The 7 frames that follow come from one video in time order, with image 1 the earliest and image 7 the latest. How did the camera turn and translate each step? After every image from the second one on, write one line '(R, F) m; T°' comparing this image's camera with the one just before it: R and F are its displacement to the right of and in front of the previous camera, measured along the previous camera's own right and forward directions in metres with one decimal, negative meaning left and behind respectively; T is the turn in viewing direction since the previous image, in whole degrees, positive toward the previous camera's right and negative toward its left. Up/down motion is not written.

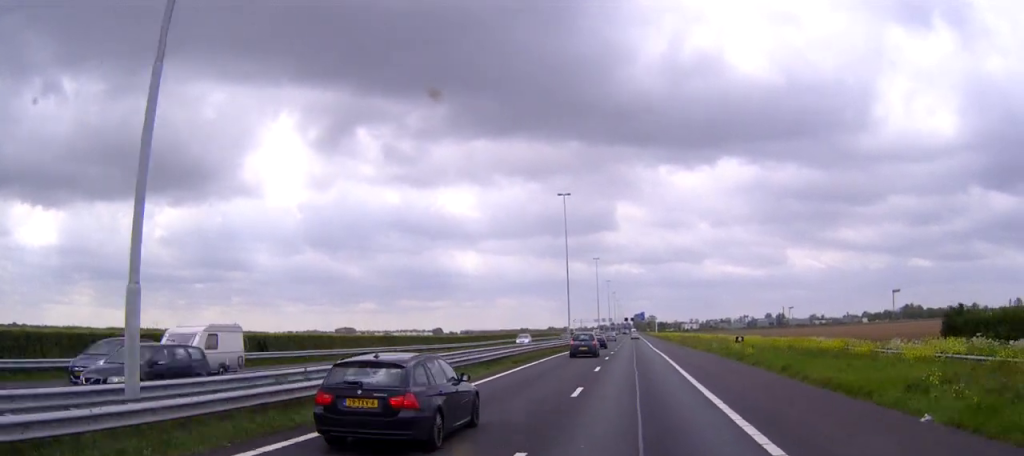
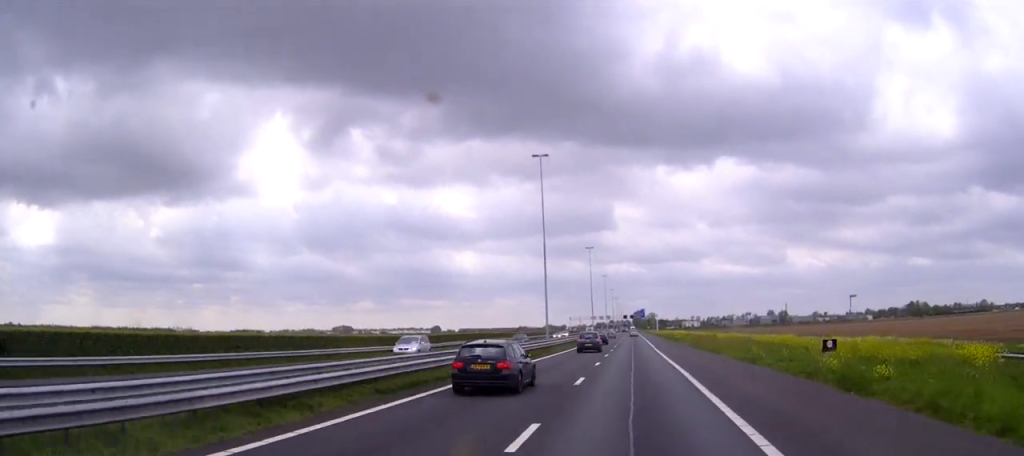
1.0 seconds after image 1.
(0.0, +21.4) m; 0°
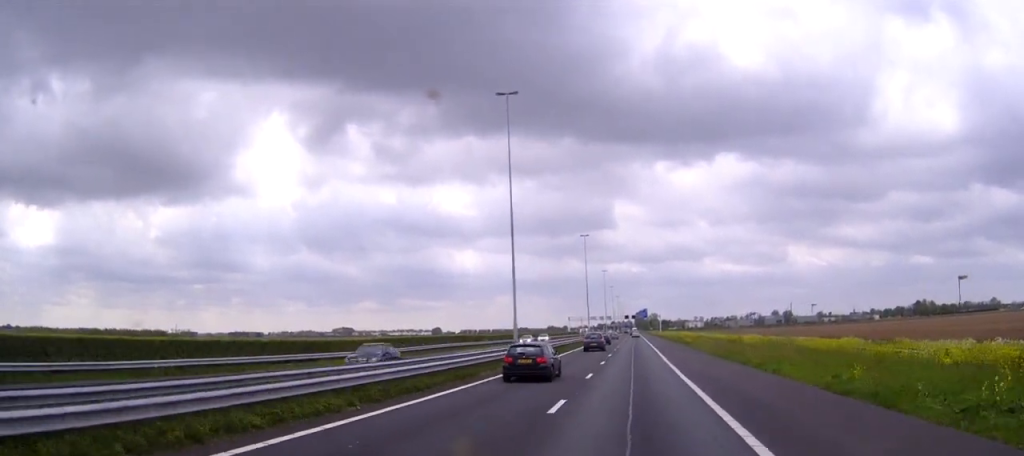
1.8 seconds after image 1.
(+0.1, +18.5) m; 0°
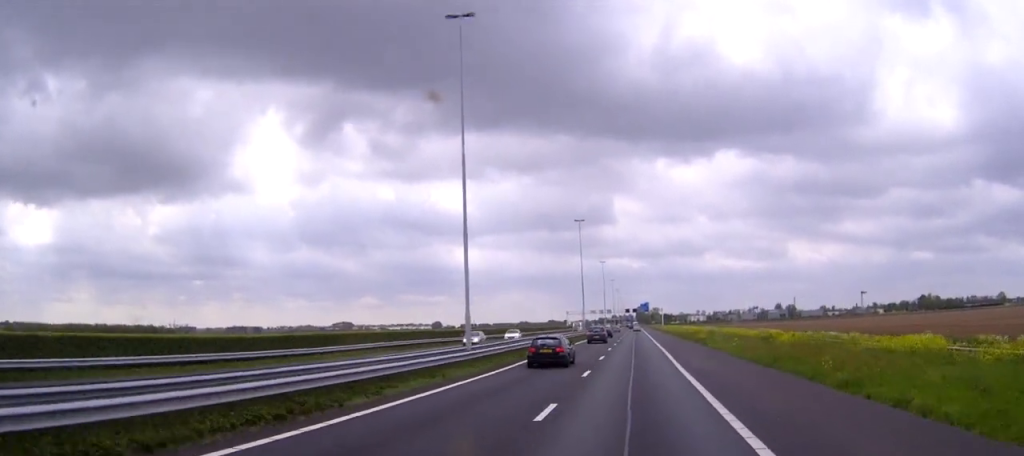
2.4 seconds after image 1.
(0.0, +14.0) m; 0°
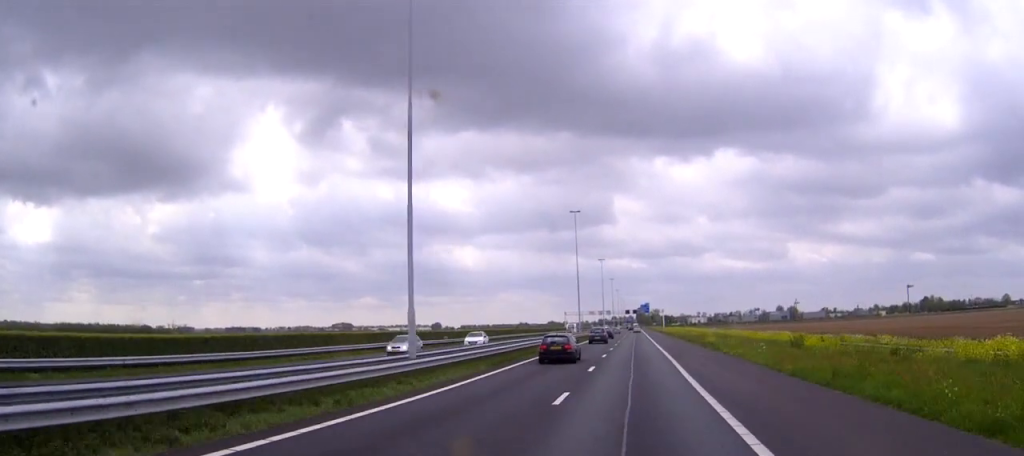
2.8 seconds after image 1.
(0.0, +8.9) m; 0°
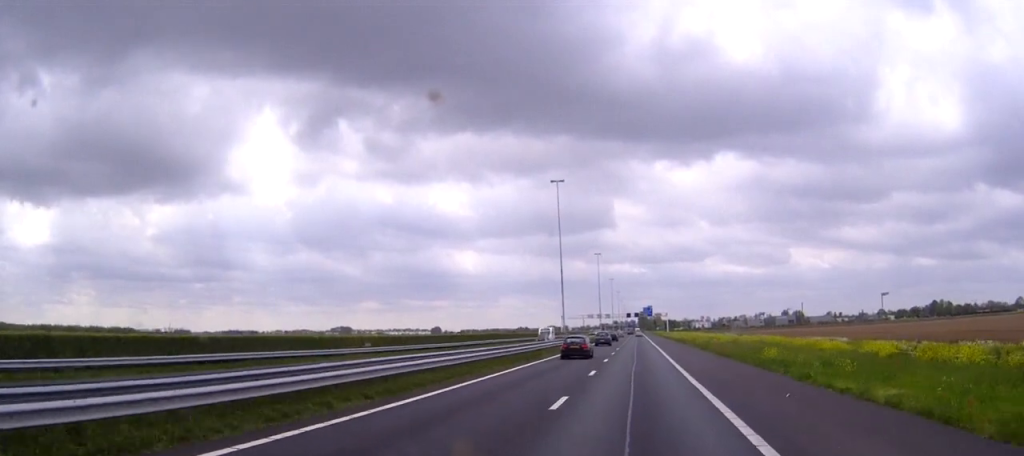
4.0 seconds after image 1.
(0.0, +25.3) m; 0°
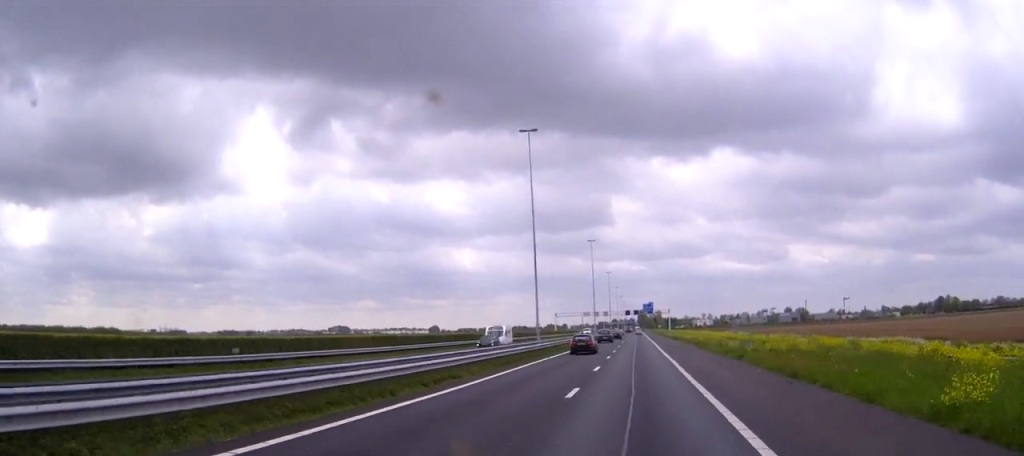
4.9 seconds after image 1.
(0.0, +20.9) m; 0°
